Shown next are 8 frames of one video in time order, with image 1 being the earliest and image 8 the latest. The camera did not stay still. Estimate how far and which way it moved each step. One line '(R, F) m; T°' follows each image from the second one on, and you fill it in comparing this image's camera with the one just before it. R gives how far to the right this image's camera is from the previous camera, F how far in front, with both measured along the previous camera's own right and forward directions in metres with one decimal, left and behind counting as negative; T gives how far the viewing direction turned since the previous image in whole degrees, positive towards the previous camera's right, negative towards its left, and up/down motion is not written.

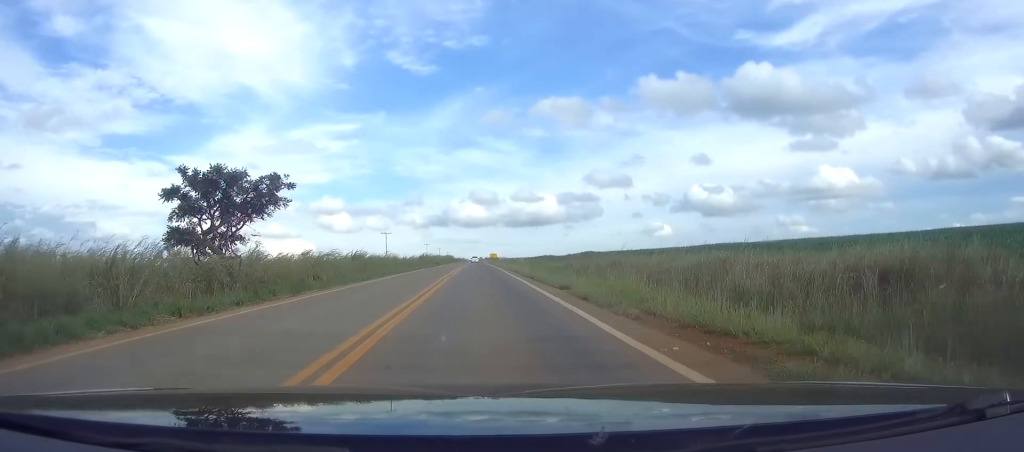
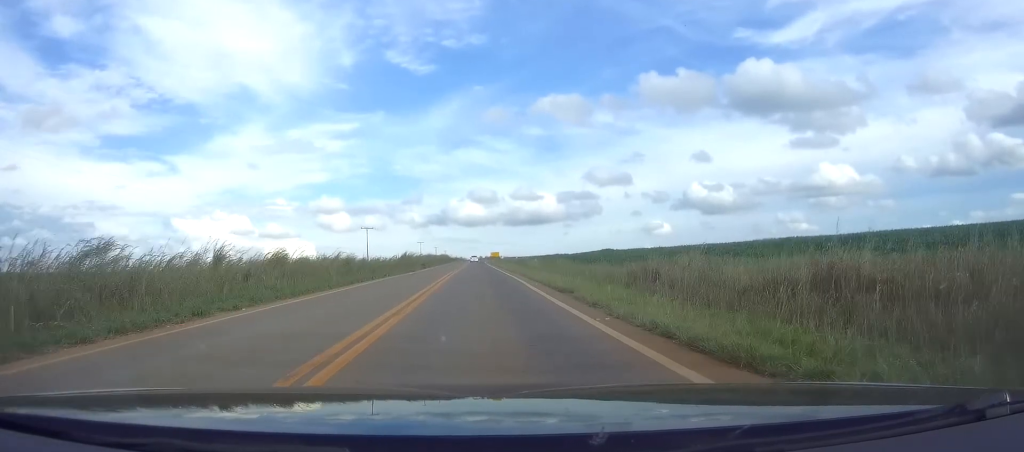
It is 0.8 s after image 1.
(0.0, +24.6) m; 0°
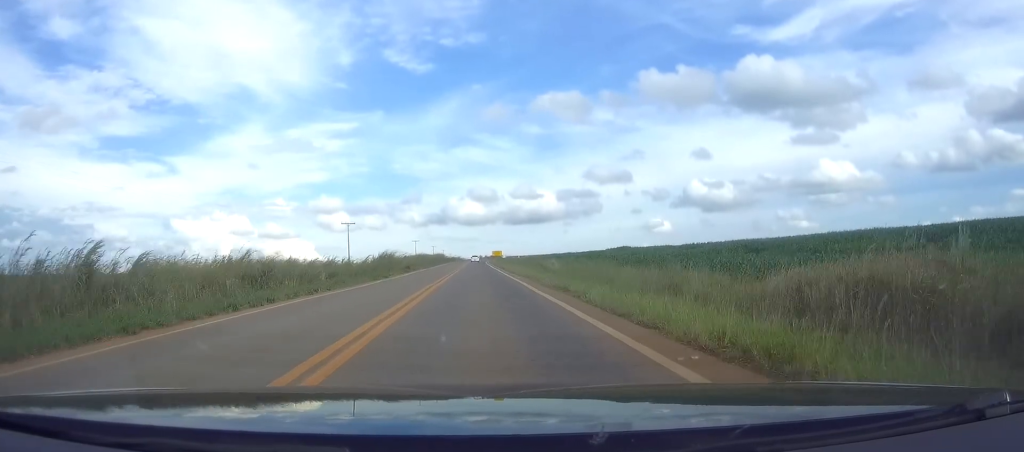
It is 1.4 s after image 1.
(0.0, +17.6) m; 0°
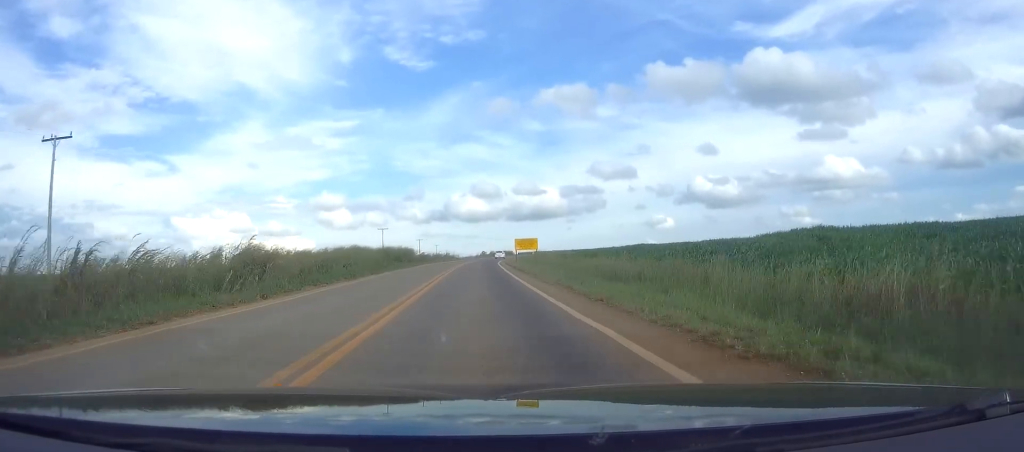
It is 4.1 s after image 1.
(0.0, +78.2) m; 0°
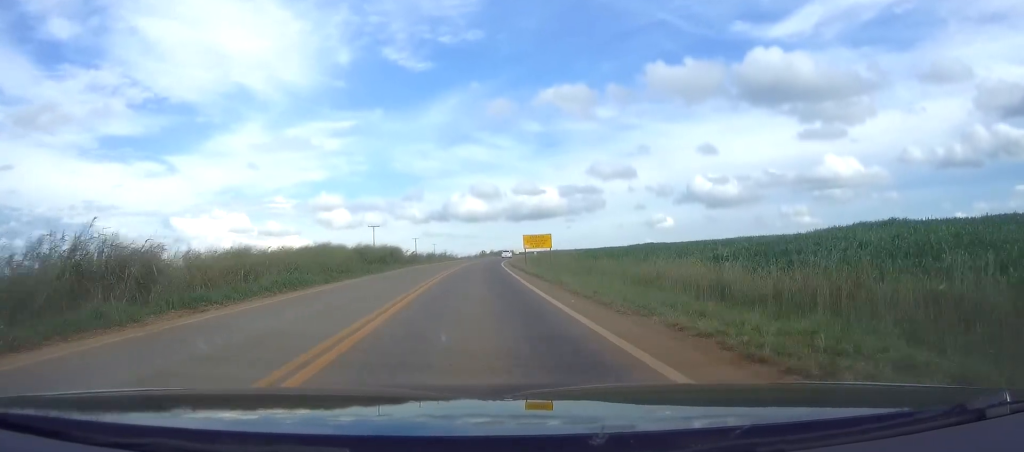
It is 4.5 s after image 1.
(0.0, +11.4) m; 0°
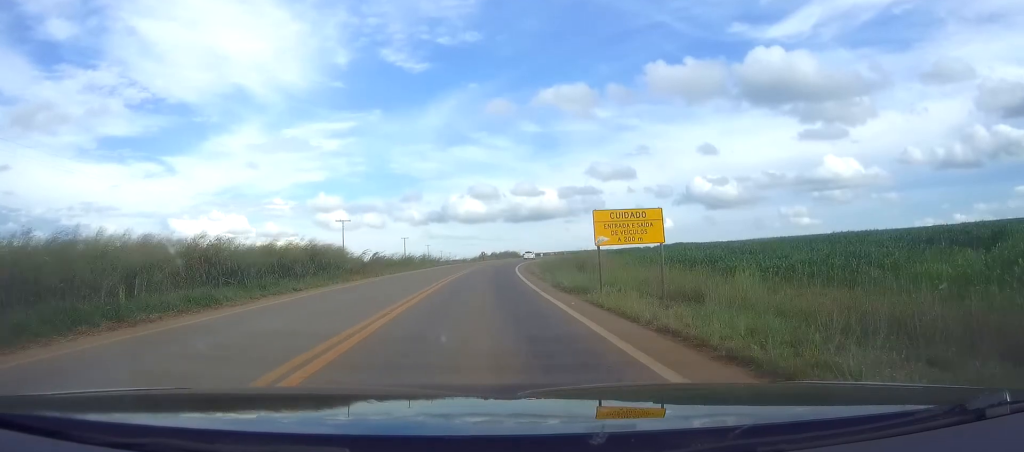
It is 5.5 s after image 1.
(0.0, +28.2) m; 0°
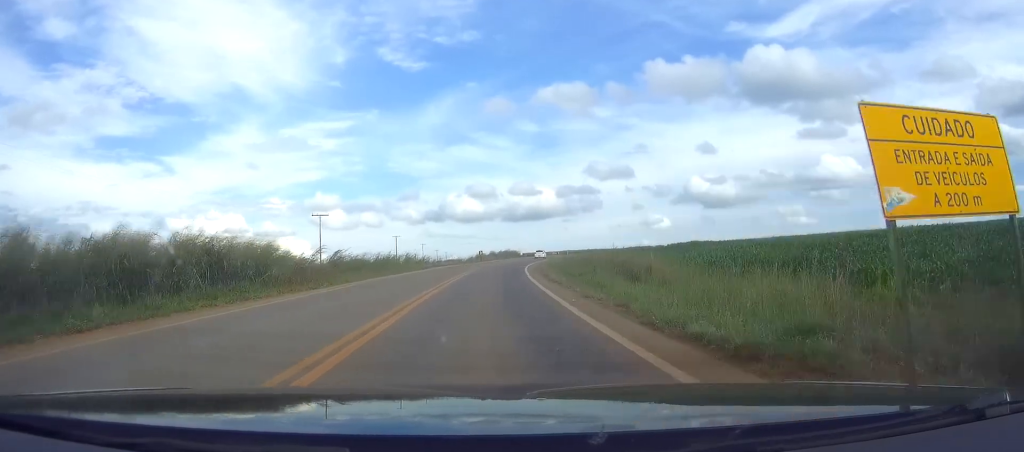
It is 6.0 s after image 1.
(0.0, +13.1) m; 0°
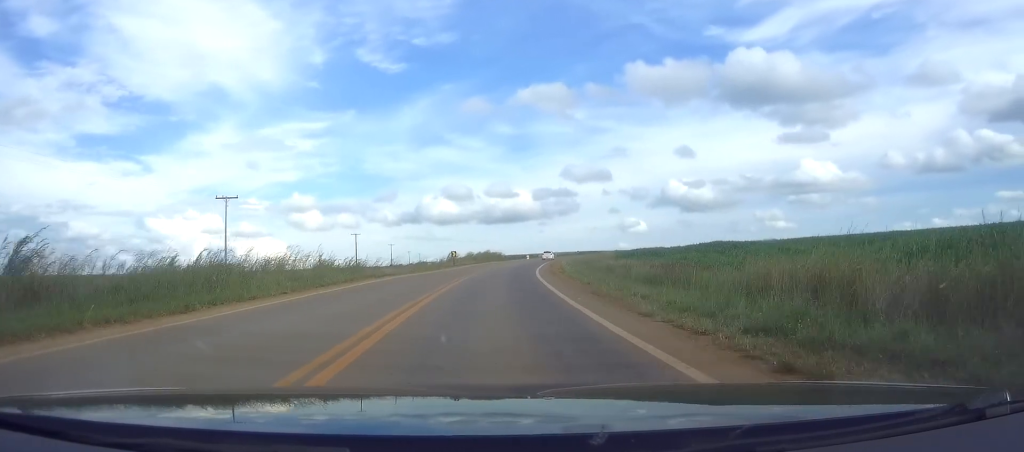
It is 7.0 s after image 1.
(0.0, +27.1) m; 0°
